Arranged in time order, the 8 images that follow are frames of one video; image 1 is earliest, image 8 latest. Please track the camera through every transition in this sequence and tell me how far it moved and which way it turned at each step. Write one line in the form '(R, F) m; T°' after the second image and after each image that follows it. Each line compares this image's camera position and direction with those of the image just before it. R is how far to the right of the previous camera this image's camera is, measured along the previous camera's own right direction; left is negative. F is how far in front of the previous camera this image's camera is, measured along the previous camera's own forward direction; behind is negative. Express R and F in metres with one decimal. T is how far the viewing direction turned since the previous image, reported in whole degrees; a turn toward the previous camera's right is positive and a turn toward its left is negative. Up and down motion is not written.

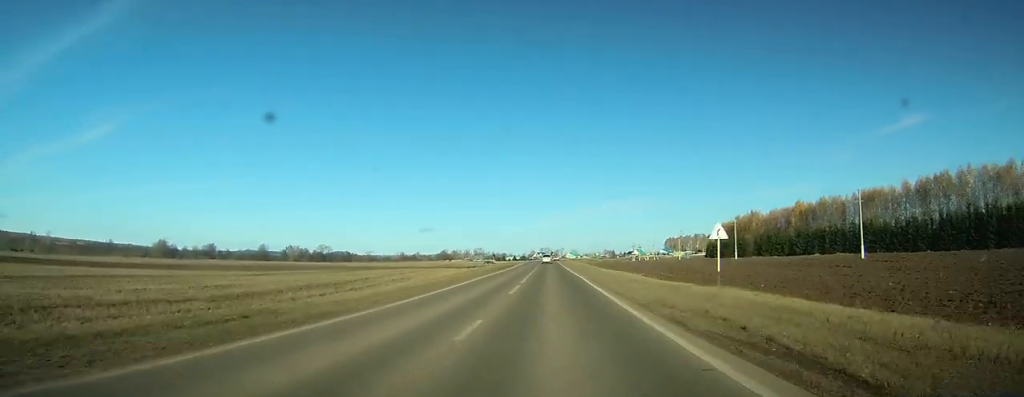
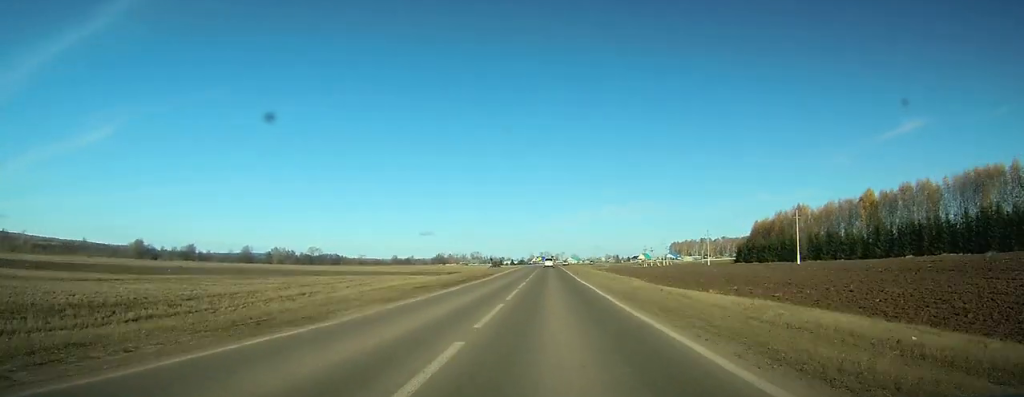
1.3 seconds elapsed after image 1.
(+0.1, +30.7) m; 0°
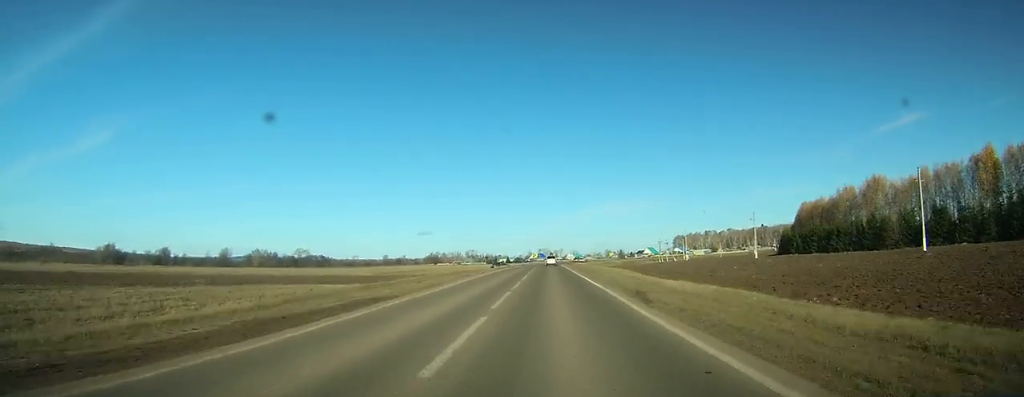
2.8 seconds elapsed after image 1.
(+0.1, +32.3) m; 0°
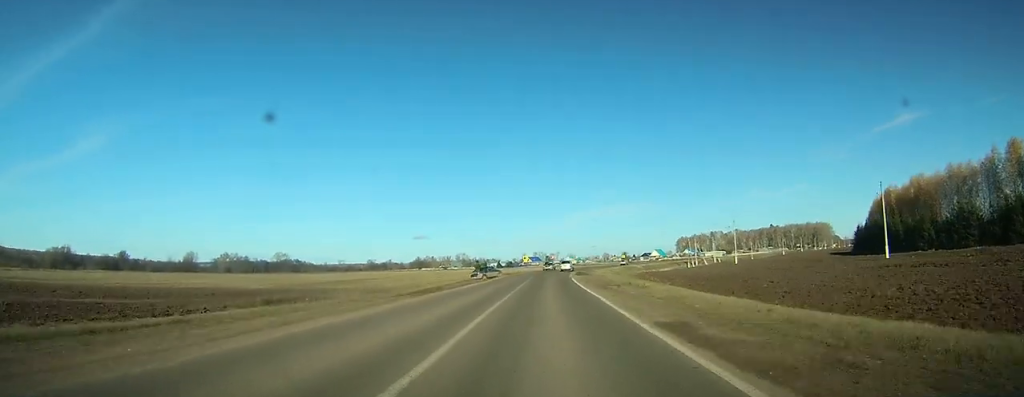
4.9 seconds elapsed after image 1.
(+0.1, +42.1) m; +1°
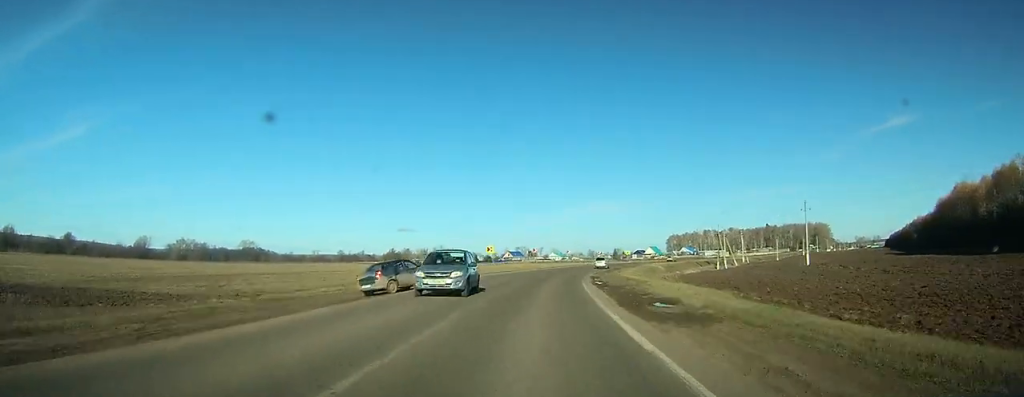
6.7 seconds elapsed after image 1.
(+0.1, +33.6) m; +1°
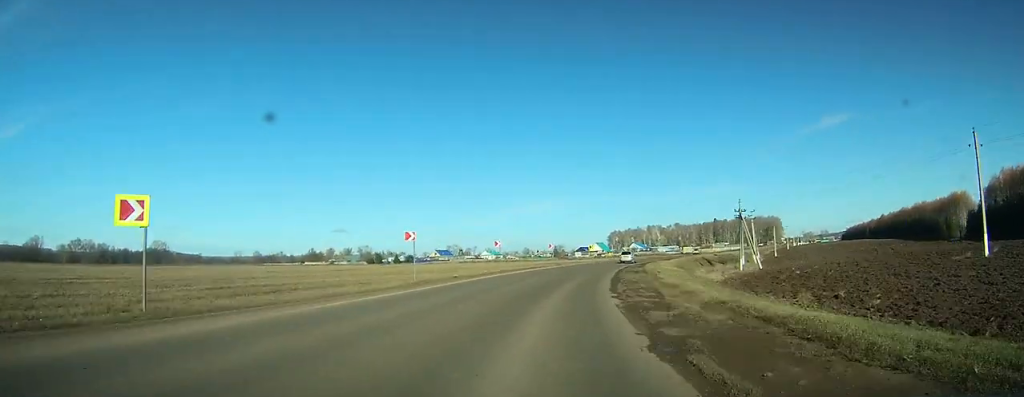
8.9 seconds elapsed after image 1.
(+0.9, +39.9) m; +4°
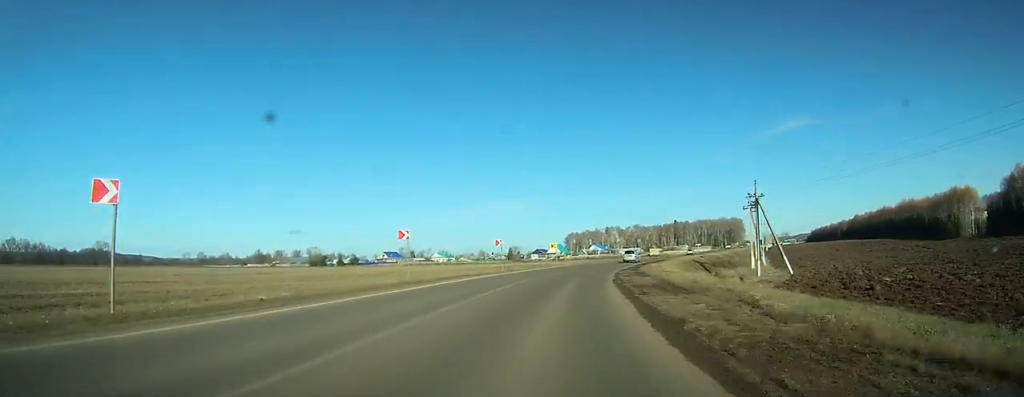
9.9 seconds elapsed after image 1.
(-0.2, +19.8) m; +3°
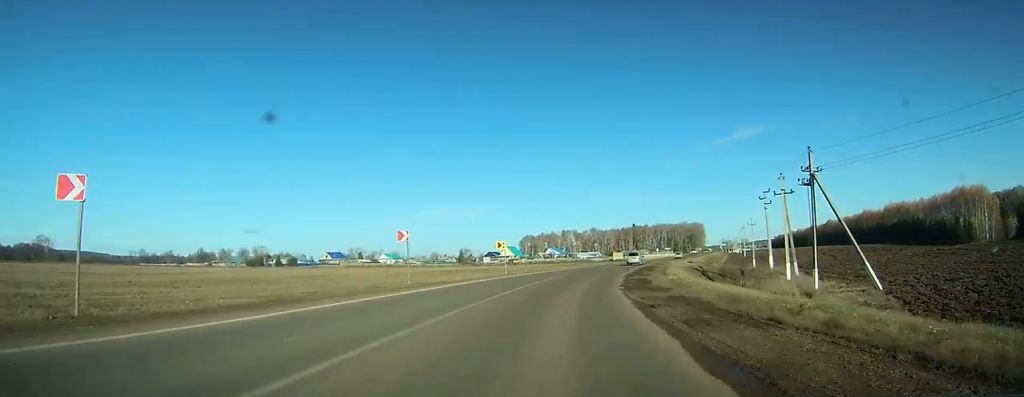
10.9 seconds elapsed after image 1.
(+0.8, +21.3) m; +4°
